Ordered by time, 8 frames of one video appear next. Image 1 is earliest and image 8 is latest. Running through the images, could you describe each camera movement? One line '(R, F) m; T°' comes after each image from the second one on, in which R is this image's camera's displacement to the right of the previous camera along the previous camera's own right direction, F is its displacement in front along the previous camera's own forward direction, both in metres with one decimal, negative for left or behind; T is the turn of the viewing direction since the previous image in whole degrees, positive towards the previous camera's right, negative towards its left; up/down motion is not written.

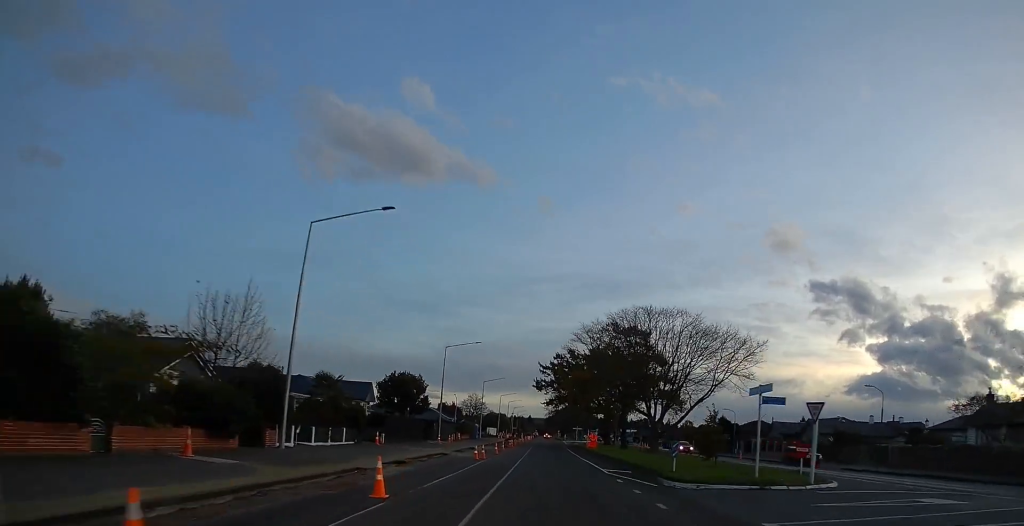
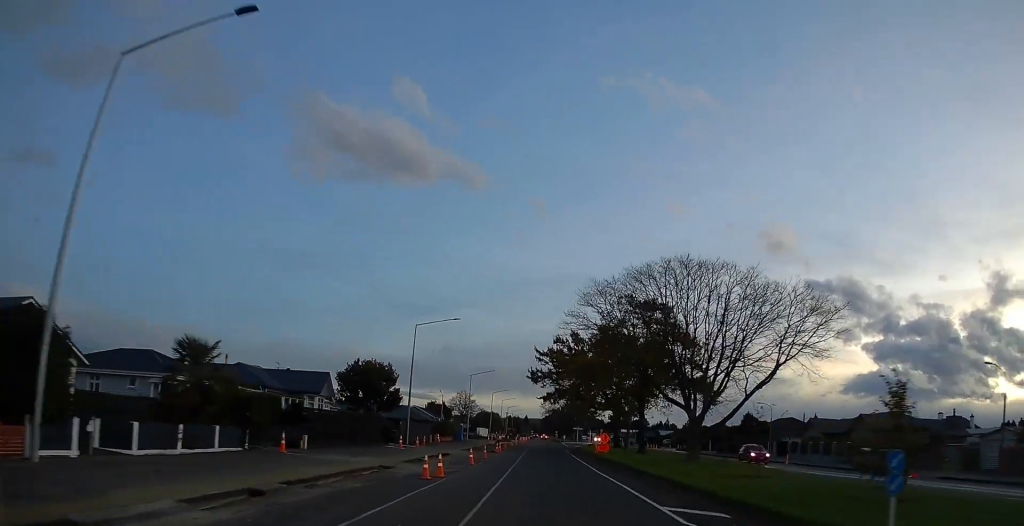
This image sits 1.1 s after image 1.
(-0.3, +15.4) m; -1°
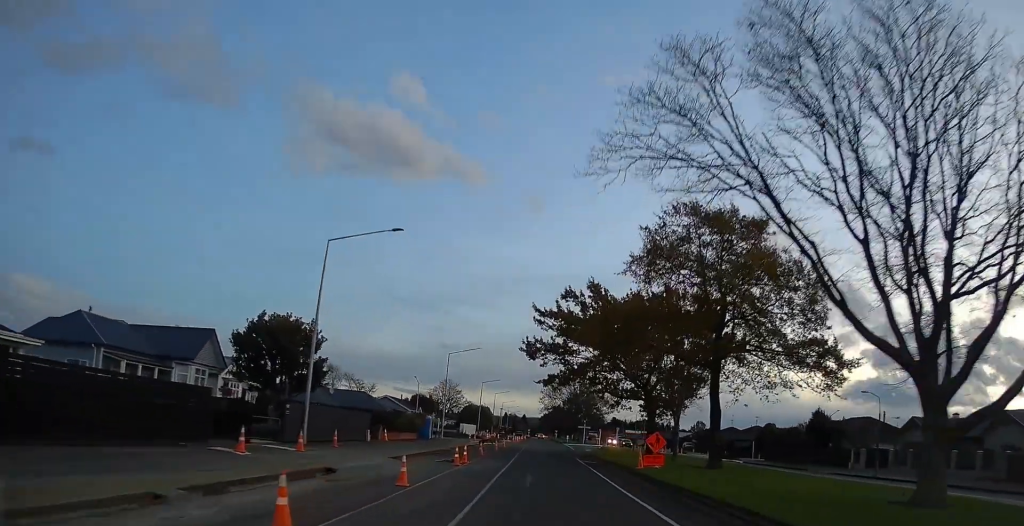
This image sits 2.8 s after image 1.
(+0.5, +24.5) m; +1°
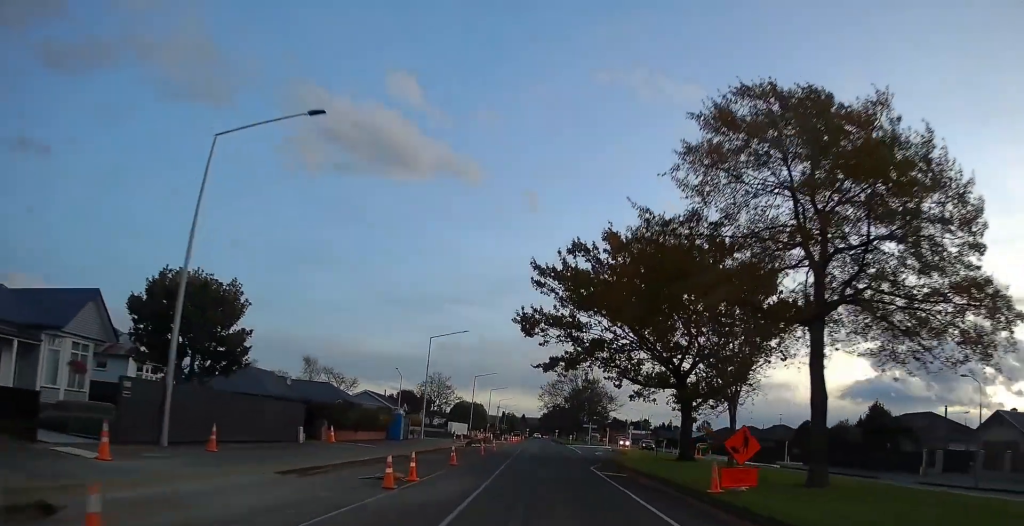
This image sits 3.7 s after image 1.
(-0.2, +12.7) m; 0°
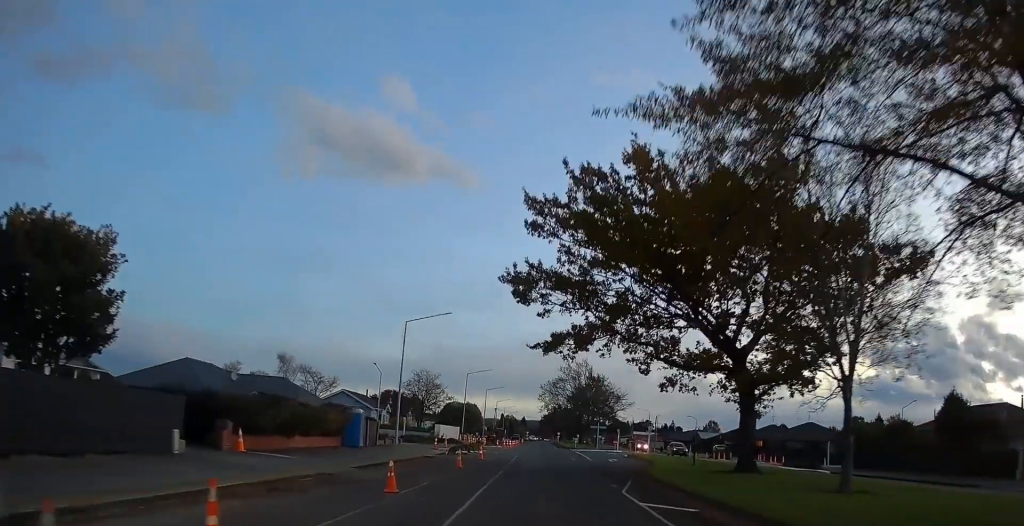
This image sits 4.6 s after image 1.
(+0.1, +12.0) m; 0°
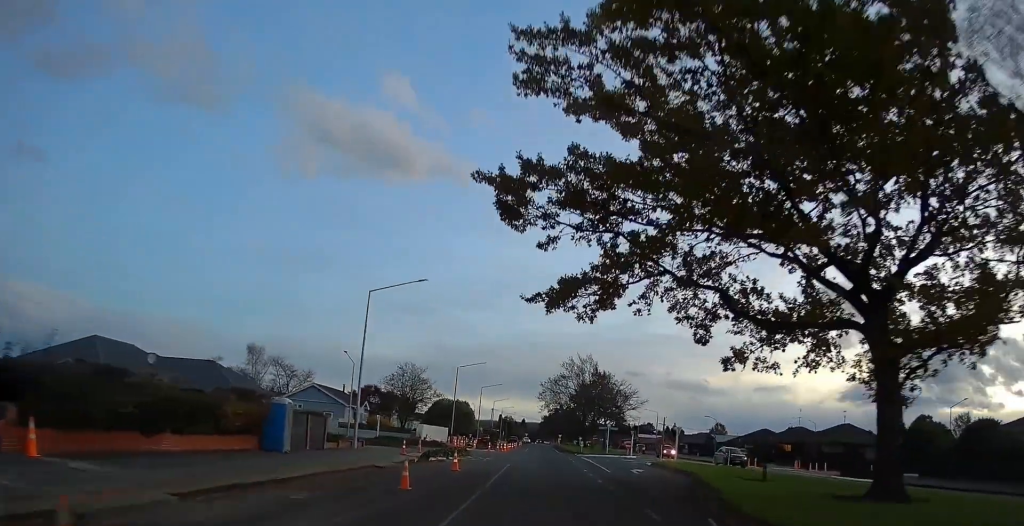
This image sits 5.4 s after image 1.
(0.0, +11.9) m; -1°
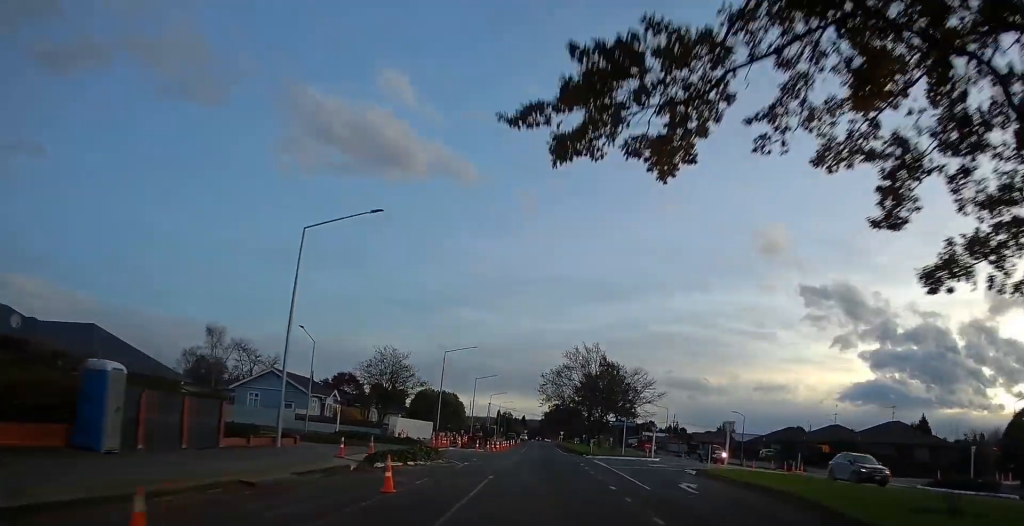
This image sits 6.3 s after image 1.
(-0.1, +12.9) m; 0°
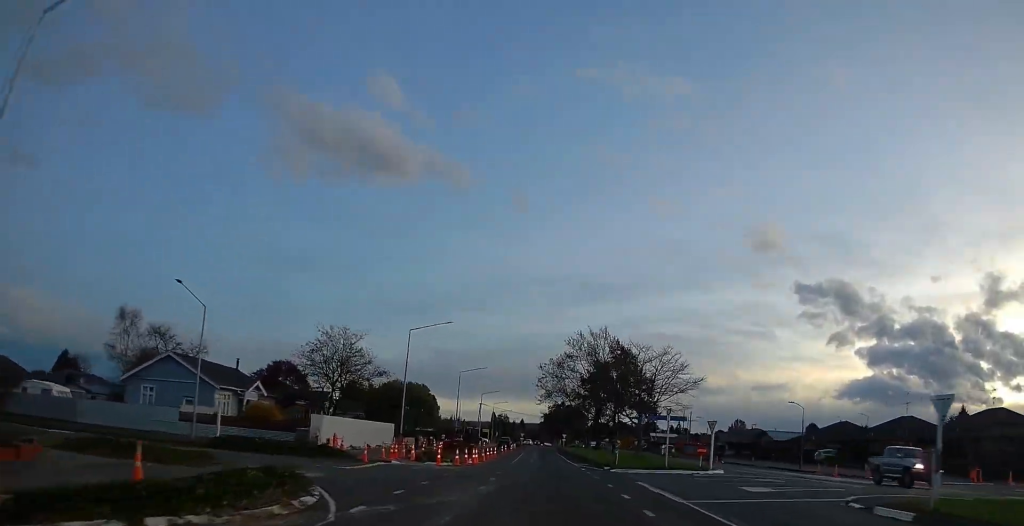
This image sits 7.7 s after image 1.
(+0.3, +19.3) m; +1°
